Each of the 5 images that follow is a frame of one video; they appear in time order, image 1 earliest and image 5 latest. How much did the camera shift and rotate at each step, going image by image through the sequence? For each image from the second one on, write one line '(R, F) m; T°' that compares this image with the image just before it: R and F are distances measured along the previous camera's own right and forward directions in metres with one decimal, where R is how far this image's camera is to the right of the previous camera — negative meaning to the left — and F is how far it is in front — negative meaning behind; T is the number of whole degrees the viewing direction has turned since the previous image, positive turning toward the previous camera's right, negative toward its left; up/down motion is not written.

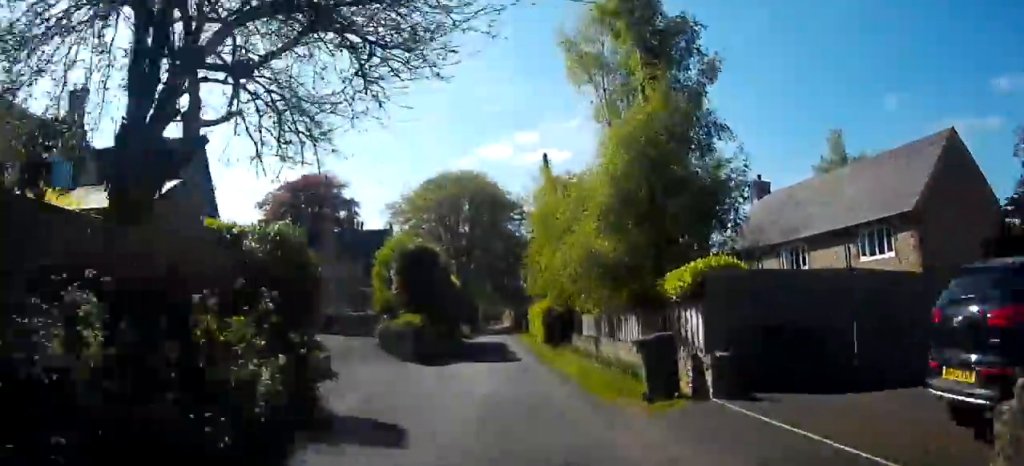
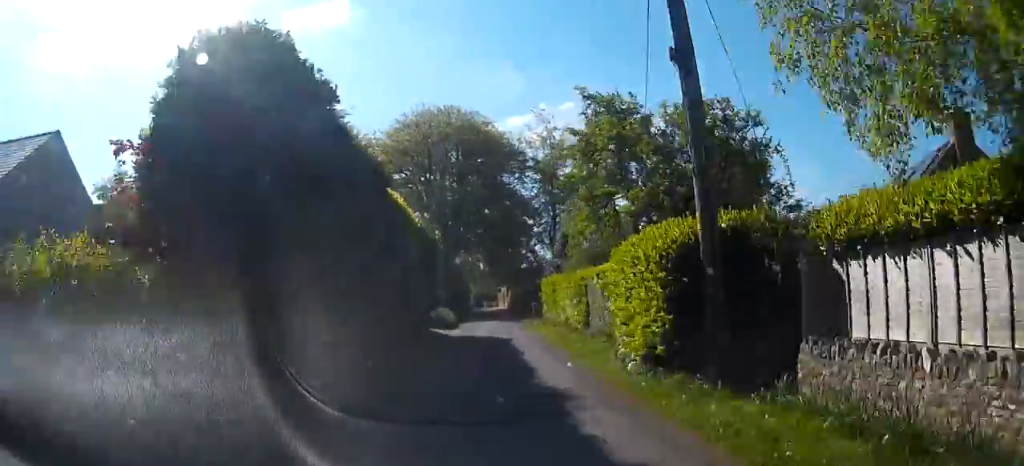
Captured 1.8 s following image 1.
(+0.1, +21.2) m; +2°
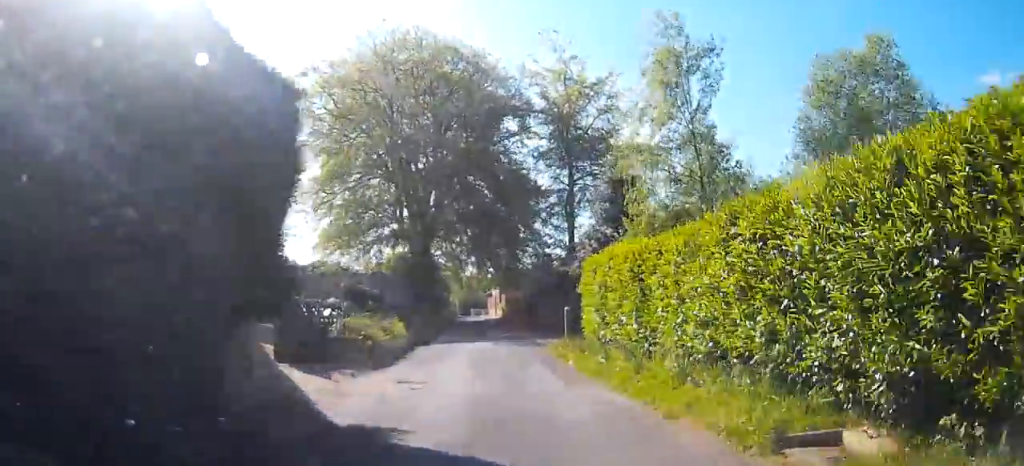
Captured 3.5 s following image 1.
(+0.3, +21.0) m; 0°
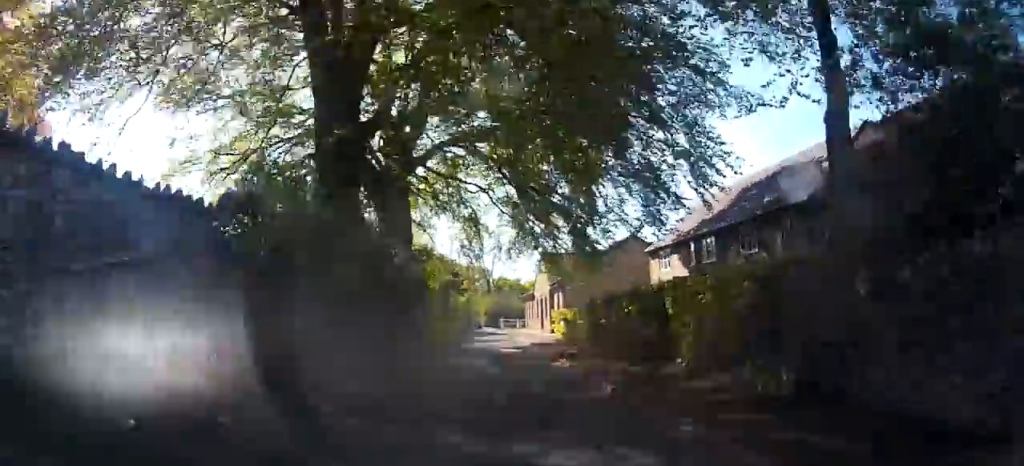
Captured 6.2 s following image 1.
(-0.1, +34.3) m; 0°
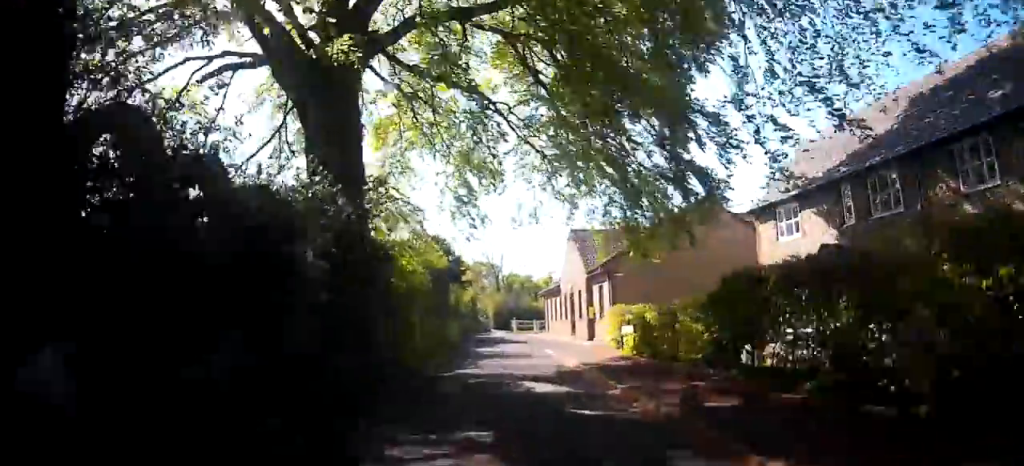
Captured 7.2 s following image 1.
(0.0, +12.9) m; -1°
